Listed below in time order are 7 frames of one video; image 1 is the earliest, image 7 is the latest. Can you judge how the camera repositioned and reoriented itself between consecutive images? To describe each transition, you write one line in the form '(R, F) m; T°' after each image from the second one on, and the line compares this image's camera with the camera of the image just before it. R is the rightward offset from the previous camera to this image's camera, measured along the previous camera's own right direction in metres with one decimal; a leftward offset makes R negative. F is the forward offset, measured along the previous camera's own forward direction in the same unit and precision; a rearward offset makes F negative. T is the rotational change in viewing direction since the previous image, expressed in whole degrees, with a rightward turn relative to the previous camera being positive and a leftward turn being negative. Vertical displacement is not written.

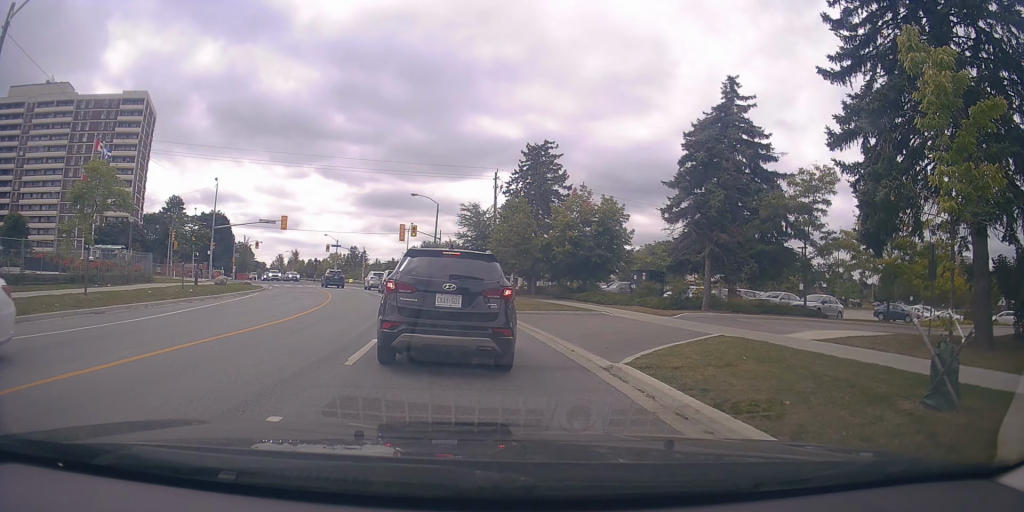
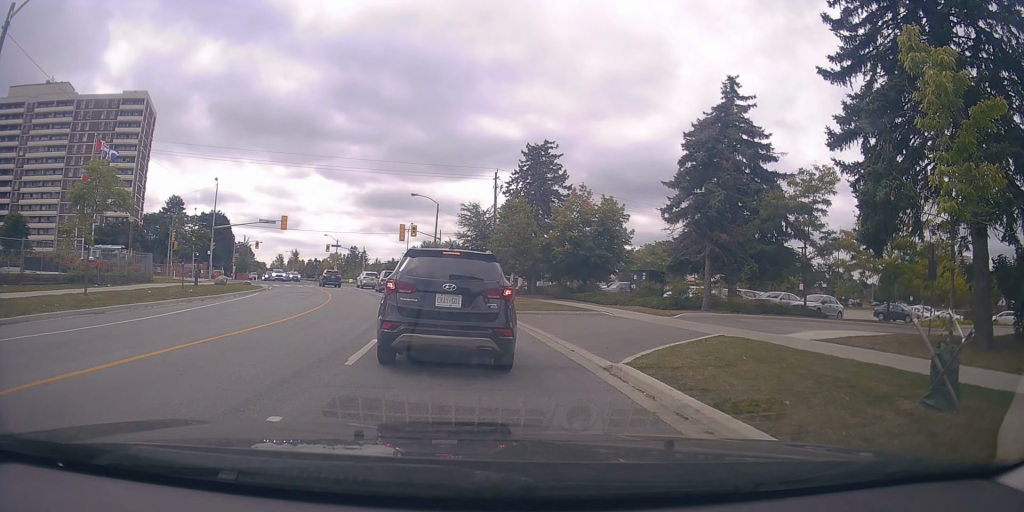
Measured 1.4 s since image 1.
(0.0, 0.0) m; 0°
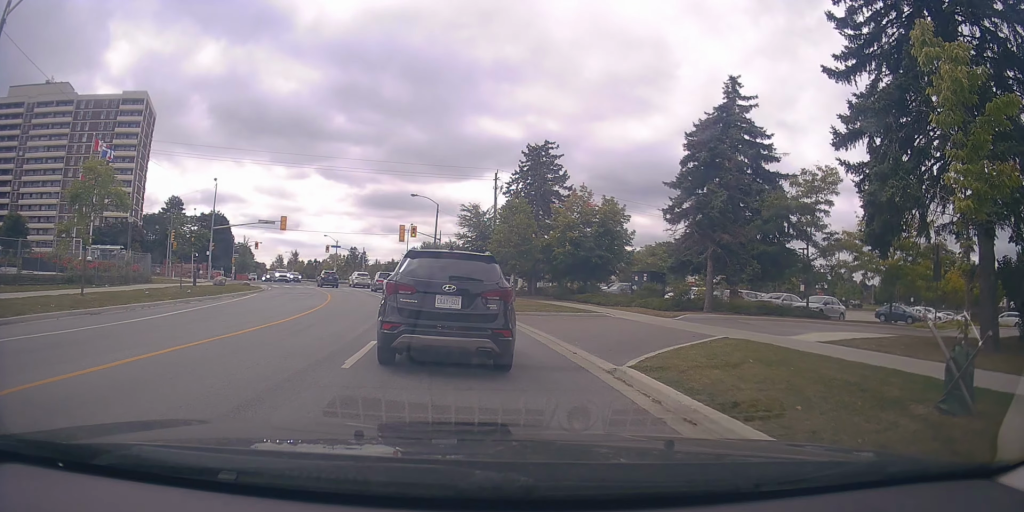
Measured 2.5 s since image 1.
(0.0, +0.2) m; 0°
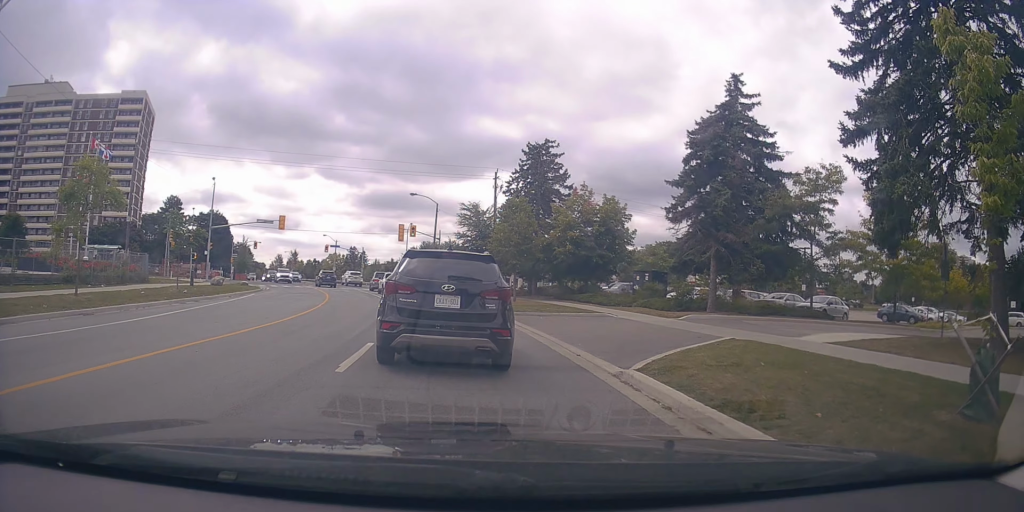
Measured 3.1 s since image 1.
(0.0, +0.3) m; 0°
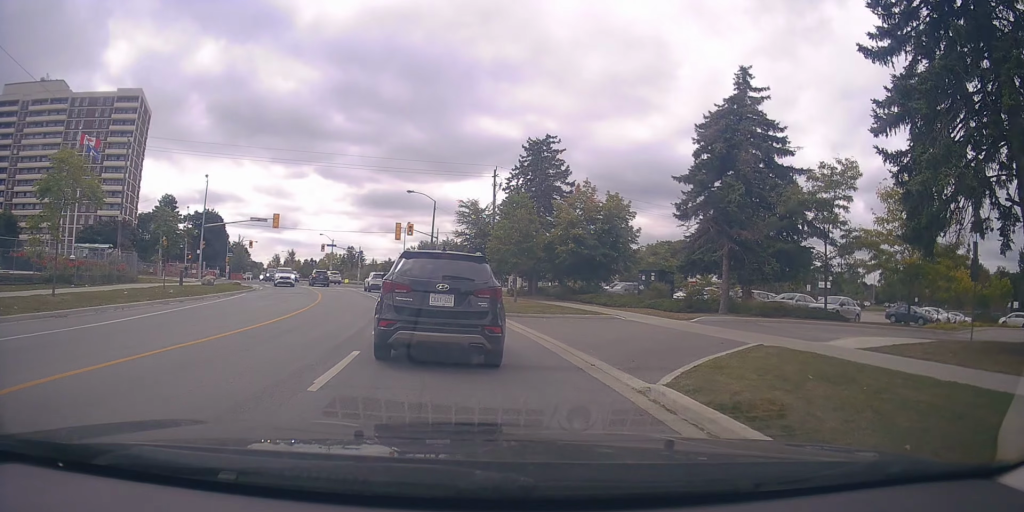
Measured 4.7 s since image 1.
(-0.2, +1.2) m; 0°
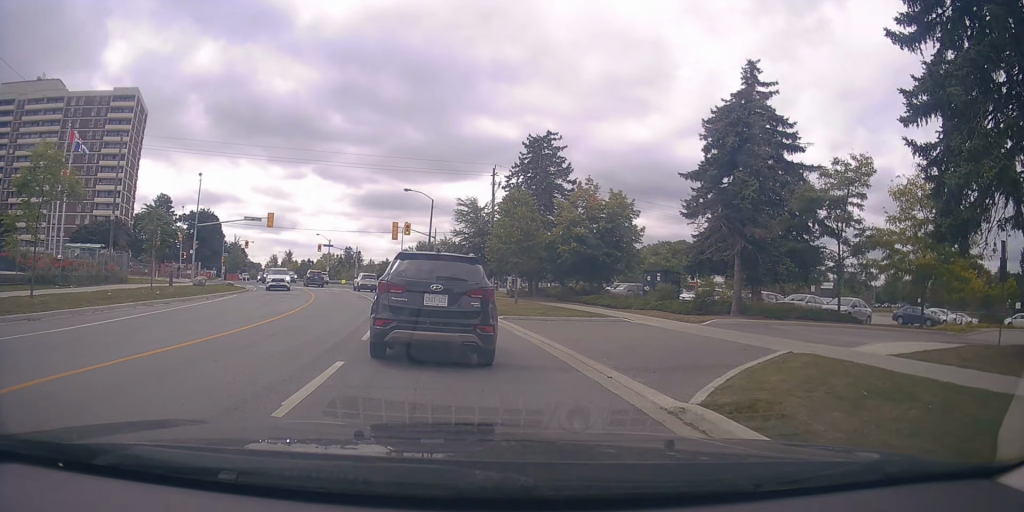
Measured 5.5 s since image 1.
(-0.2, +0.9) m; +1°
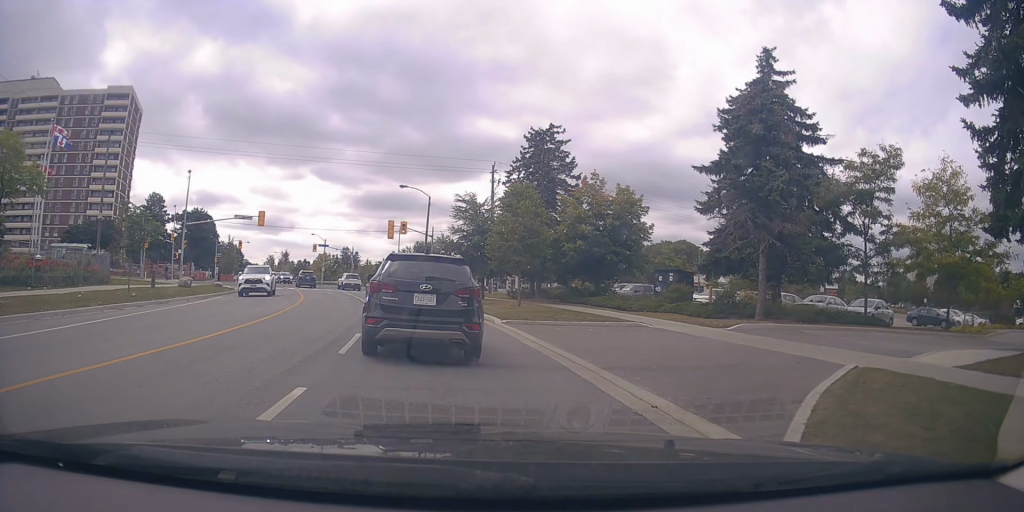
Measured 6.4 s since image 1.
(-0.2, +1.6) m; +2°
